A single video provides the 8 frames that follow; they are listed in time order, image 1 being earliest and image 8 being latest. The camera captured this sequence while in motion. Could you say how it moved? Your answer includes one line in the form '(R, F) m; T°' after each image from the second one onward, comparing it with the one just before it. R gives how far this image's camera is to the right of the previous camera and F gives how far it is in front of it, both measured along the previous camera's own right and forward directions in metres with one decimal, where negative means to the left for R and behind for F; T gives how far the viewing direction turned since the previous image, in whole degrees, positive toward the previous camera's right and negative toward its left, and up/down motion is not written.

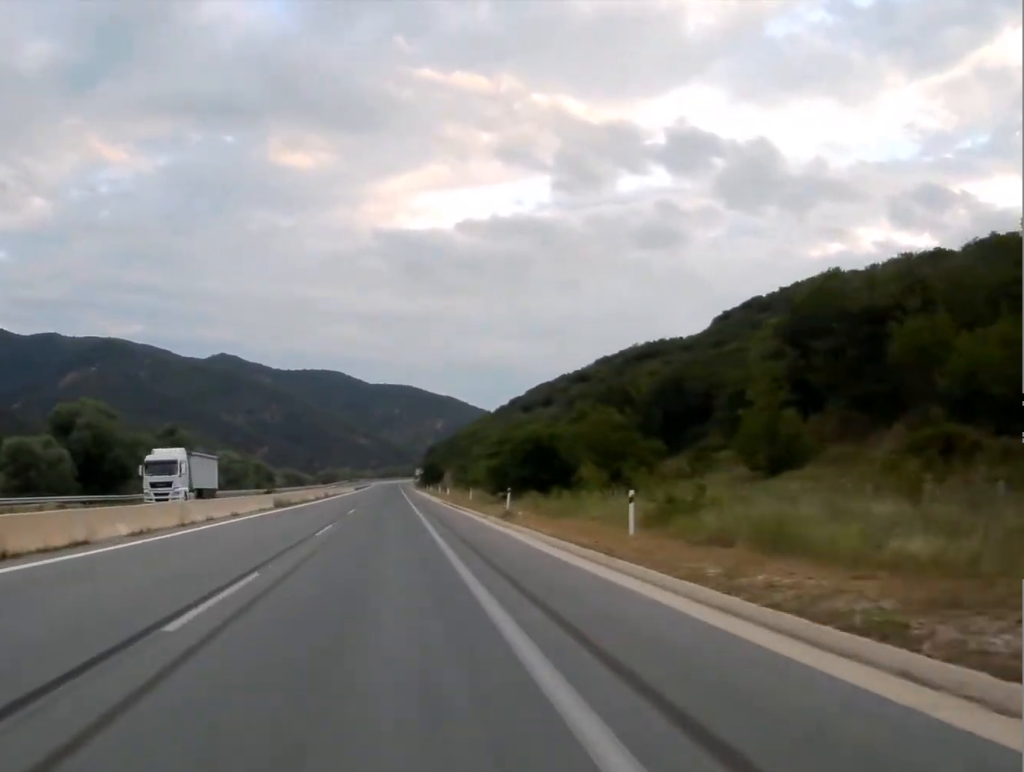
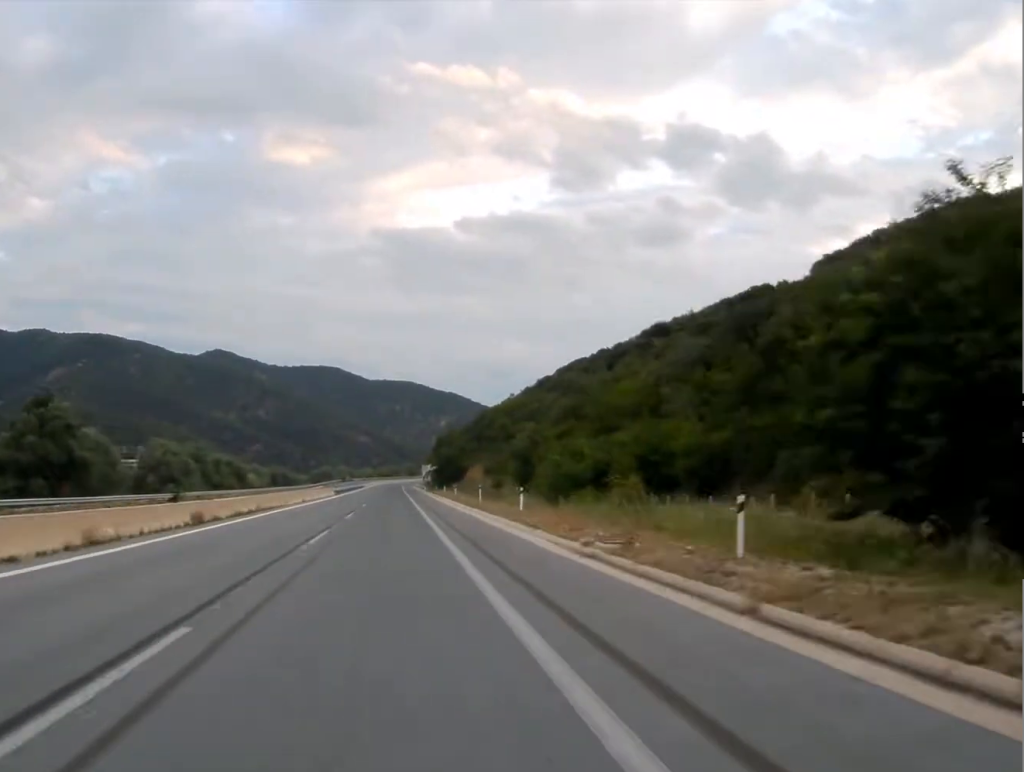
(+0.3, +58.8) m; +1°
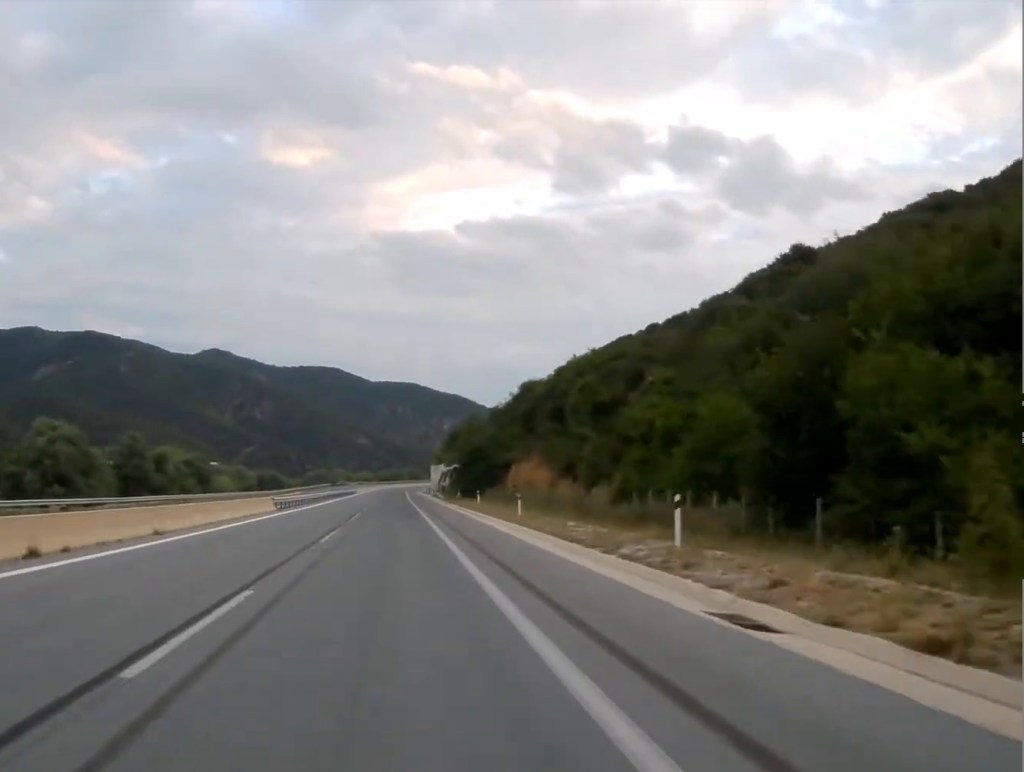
(+0.3, +49.7) m; 0°
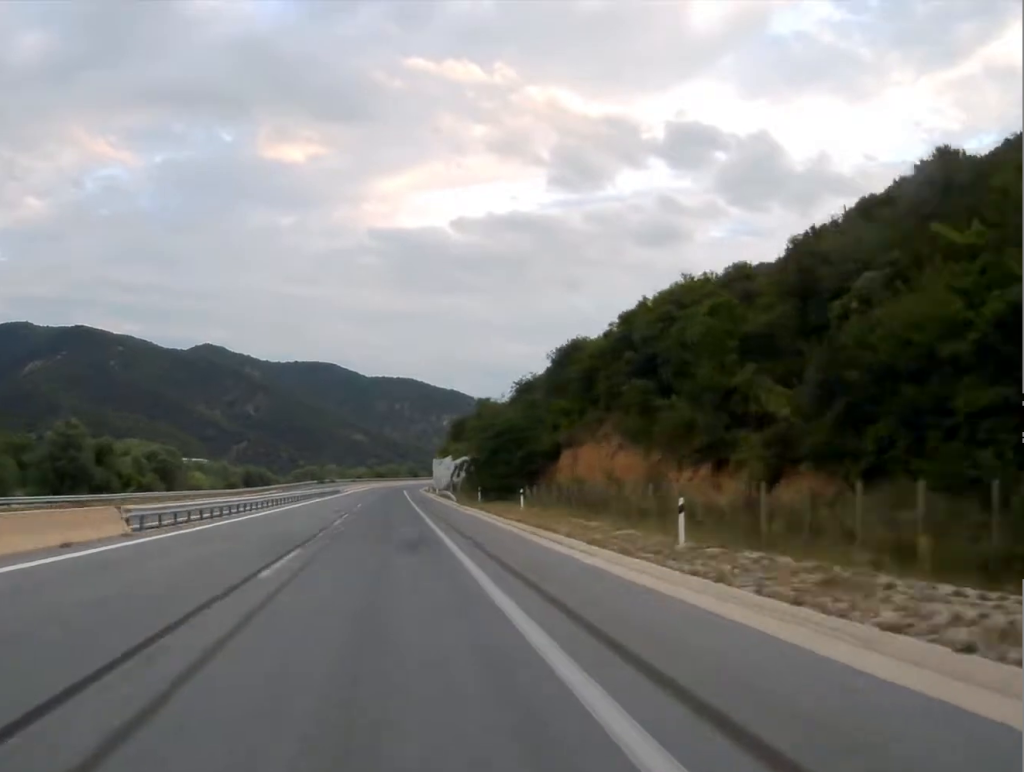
(+0.1, +27.9) m; 0°
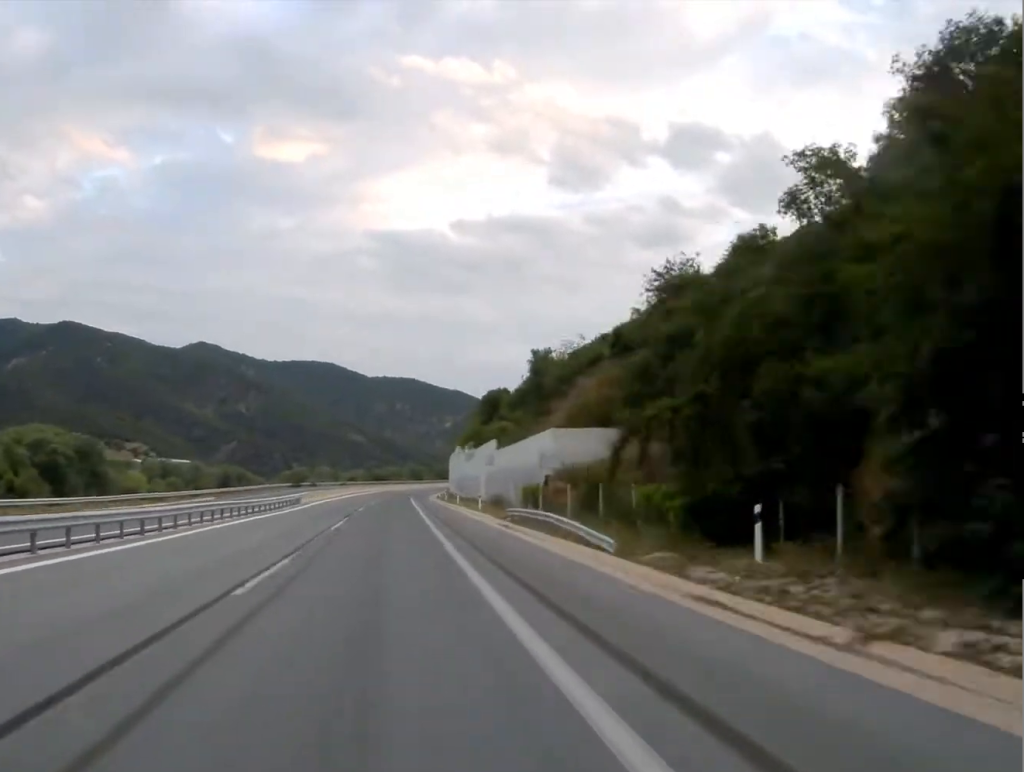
(+0.1, +58.2) m; 0°
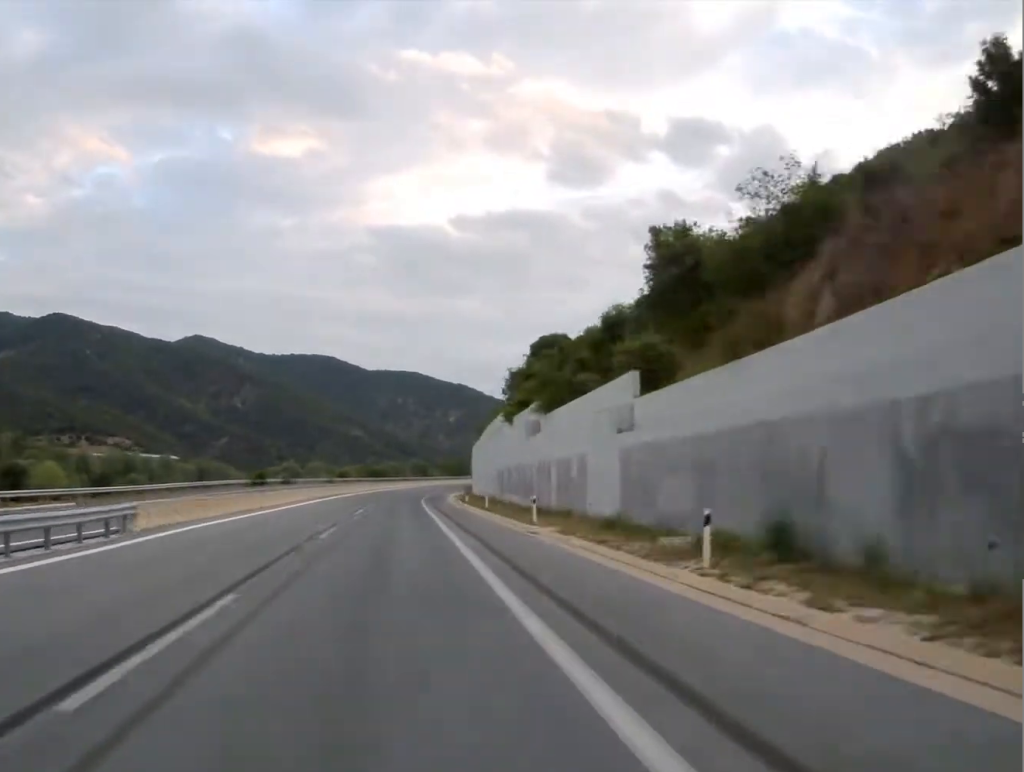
(0.0, +44.2) m; 0°
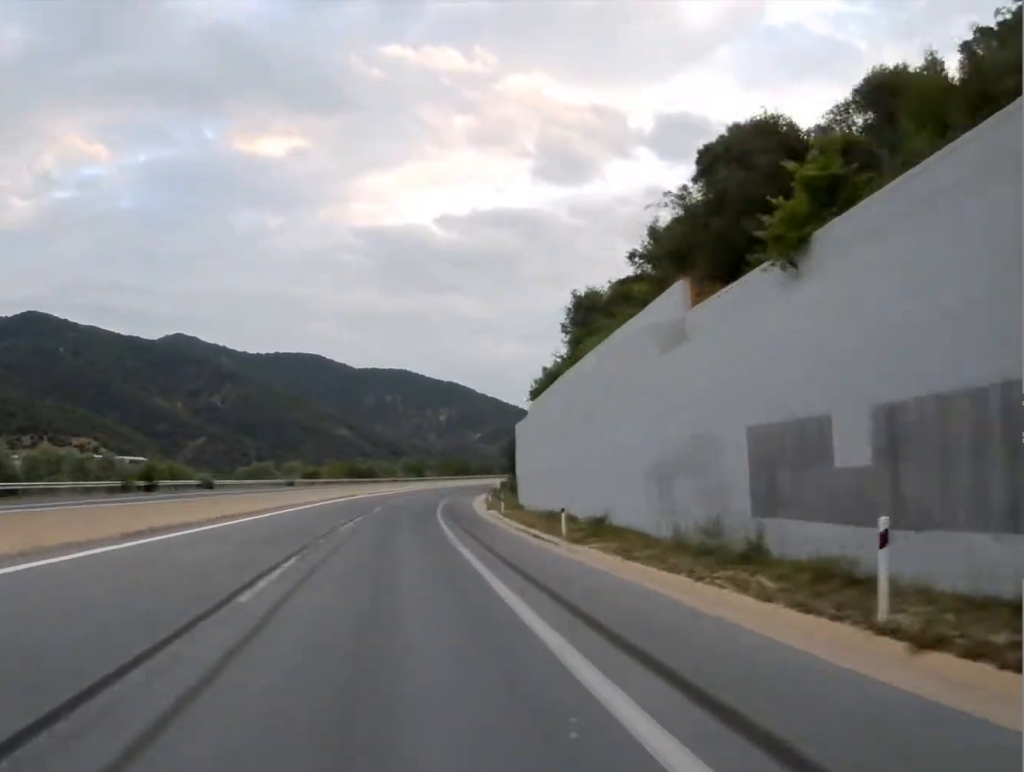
(+0.2, +50.2) m; +1°
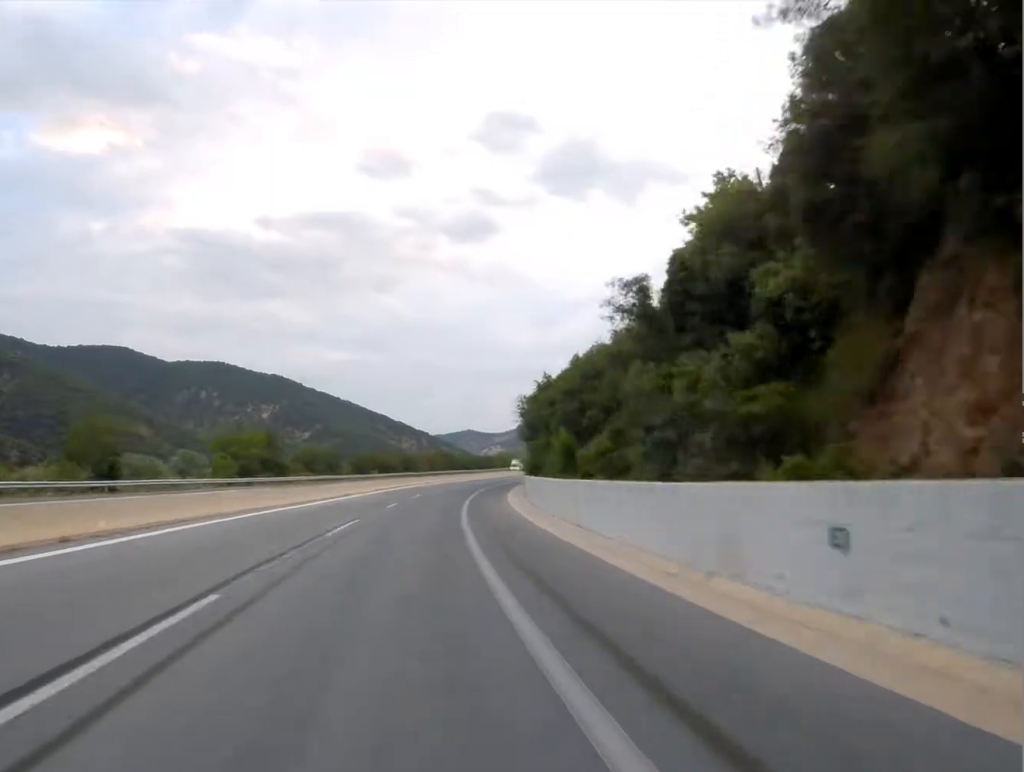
(+12.5, +155.2) m; +11°
